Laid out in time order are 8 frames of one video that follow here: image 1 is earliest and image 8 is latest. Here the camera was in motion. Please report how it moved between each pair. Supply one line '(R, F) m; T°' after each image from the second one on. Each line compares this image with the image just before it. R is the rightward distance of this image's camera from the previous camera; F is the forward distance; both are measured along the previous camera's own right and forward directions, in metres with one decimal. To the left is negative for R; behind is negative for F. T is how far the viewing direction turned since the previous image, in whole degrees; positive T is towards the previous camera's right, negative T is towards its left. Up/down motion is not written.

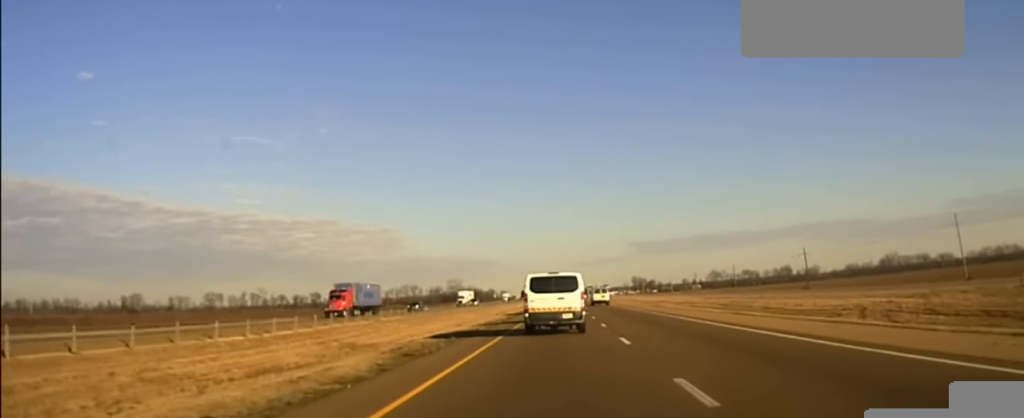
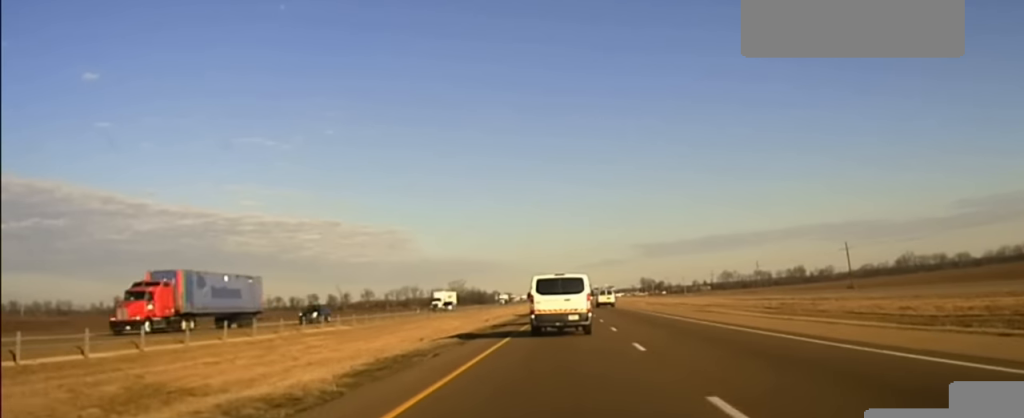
(-0.1, +29.3) m; 0°
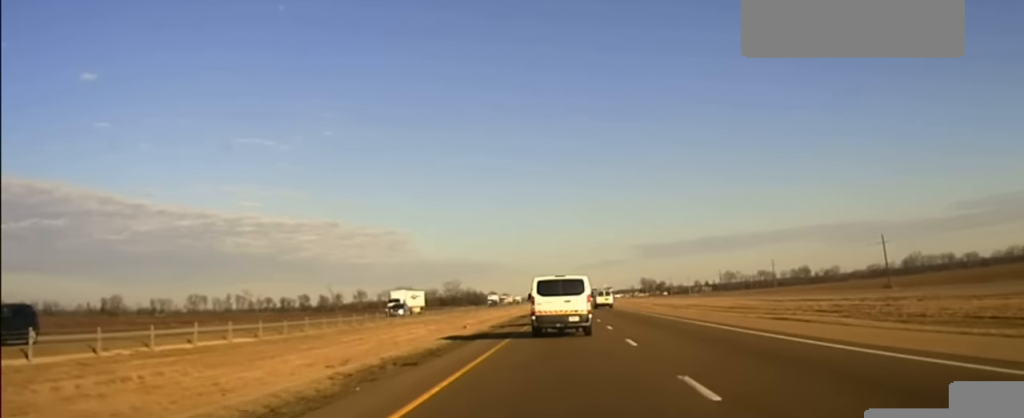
(-0.1, +21.0) m; 0°
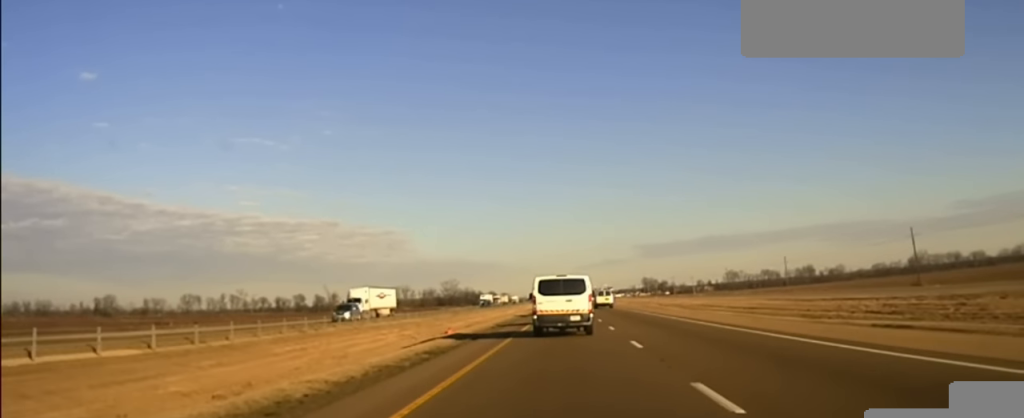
(0.0, +10.6) m; 0°
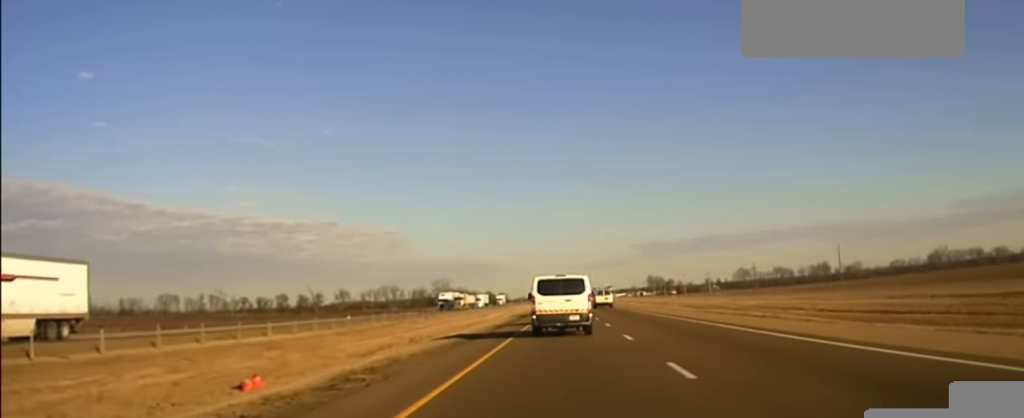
(0.0, +33.8) m; 0°
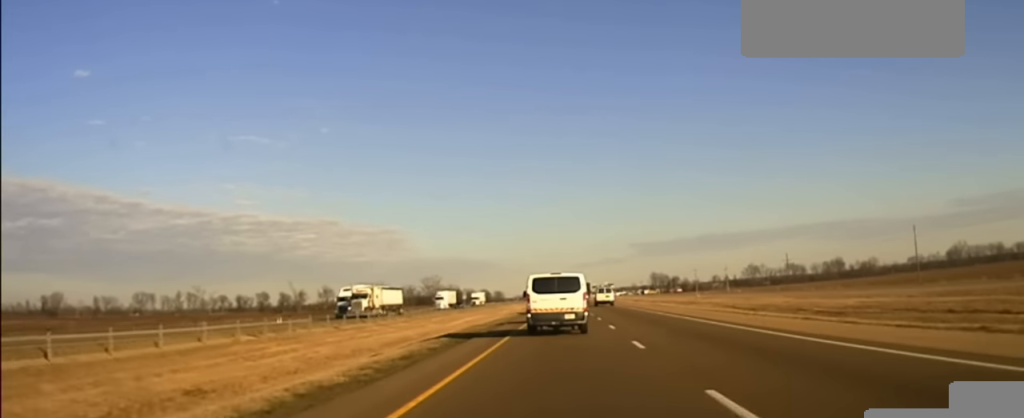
(+0.1, +33.2) m; +1°
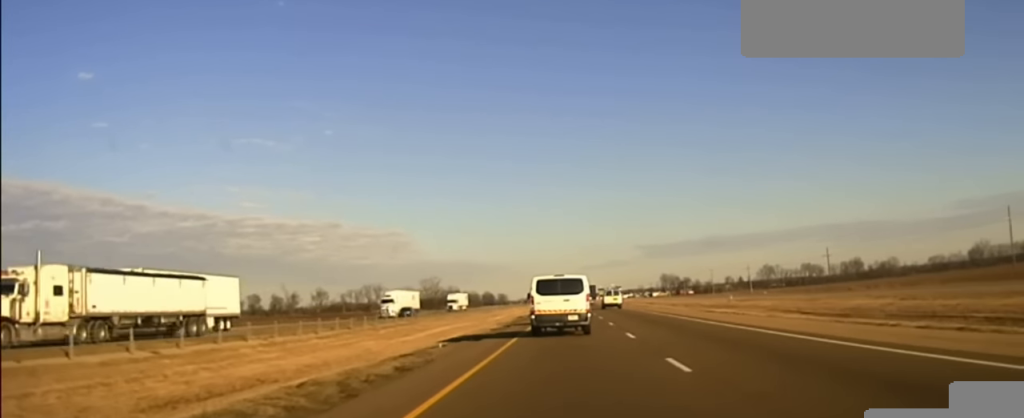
(+0.3, +31.5) m; 0°
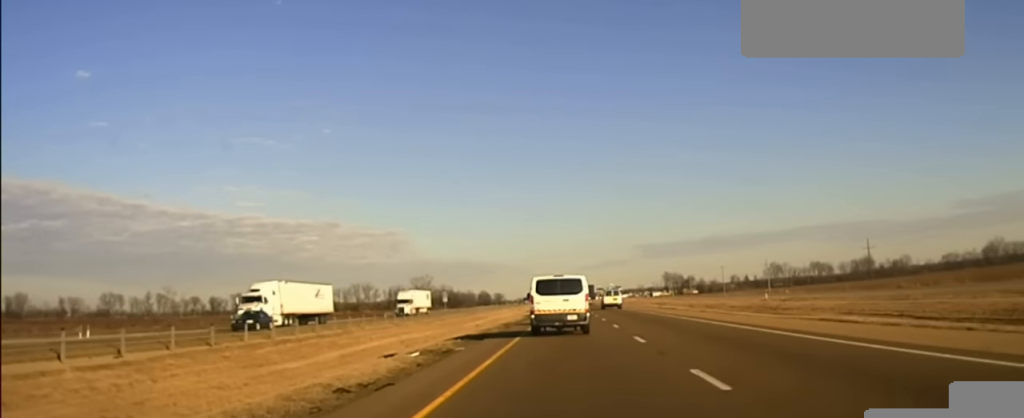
(-0.4, +33.6) m; -1°
